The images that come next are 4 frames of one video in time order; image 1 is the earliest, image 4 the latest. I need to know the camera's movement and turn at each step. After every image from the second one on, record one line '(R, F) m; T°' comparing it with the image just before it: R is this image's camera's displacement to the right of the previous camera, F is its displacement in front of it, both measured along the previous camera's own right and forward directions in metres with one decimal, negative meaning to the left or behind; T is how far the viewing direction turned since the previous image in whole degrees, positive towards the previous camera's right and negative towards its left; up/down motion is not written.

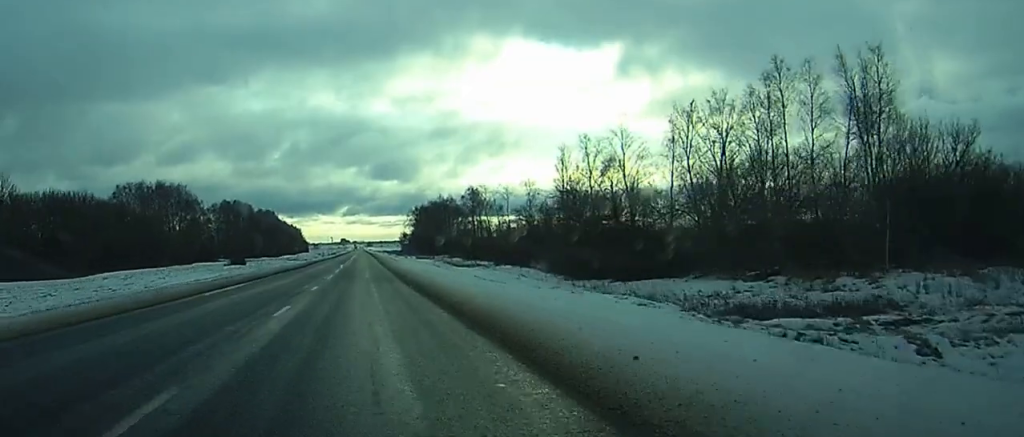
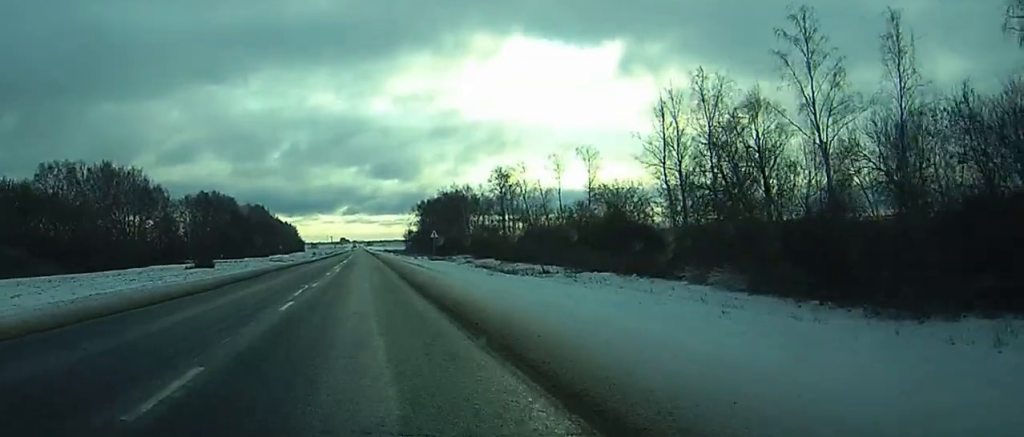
(+0.1, +46.5) m; 0°
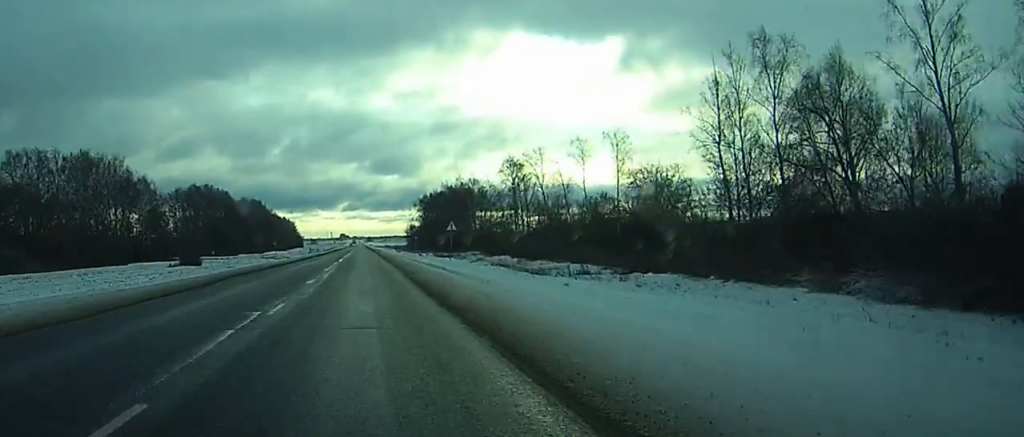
(0.0, +14.3) m; 0°
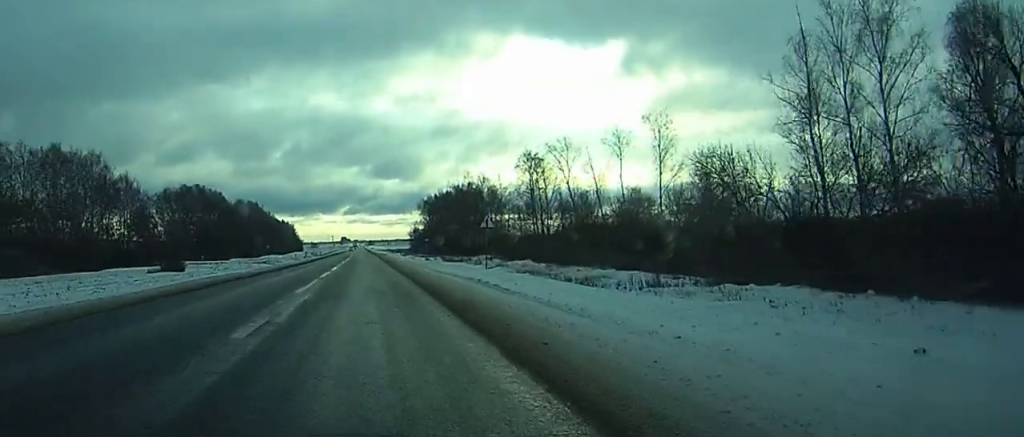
(0.0, +16.2) m; 0°
